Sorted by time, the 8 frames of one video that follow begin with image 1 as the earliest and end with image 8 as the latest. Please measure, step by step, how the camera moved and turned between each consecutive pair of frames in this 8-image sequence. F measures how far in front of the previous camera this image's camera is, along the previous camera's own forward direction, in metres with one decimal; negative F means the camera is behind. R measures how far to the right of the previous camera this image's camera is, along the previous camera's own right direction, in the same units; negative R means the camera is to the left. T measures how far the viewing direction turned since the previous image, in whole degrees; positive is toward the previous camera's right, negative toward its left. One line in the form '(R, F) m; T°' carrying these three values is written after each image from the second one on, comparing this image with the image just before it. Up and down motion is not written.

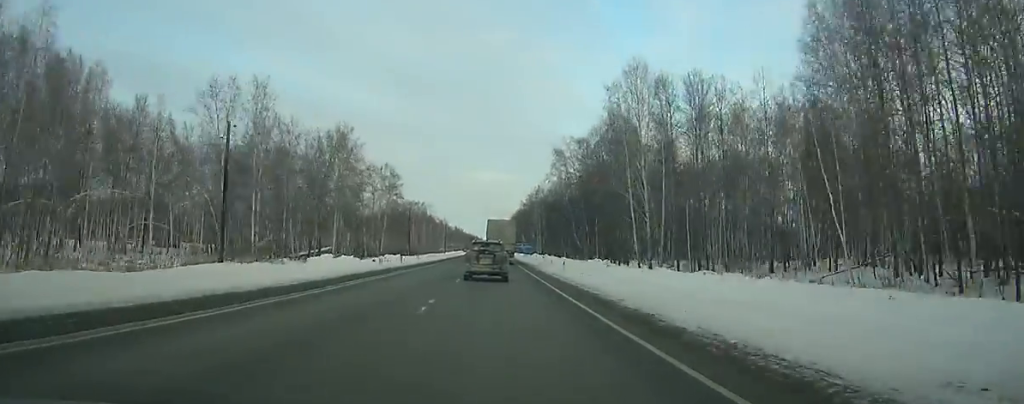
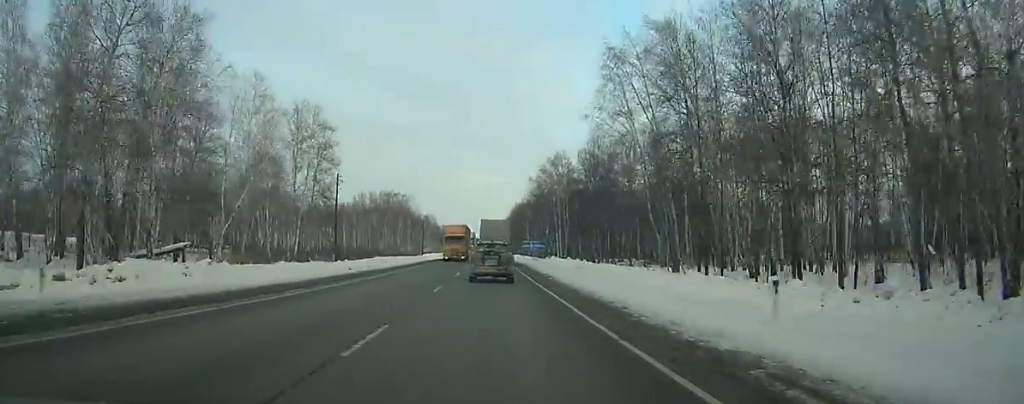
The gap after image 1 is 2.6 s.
(+0.1, +52.2) m; 0°
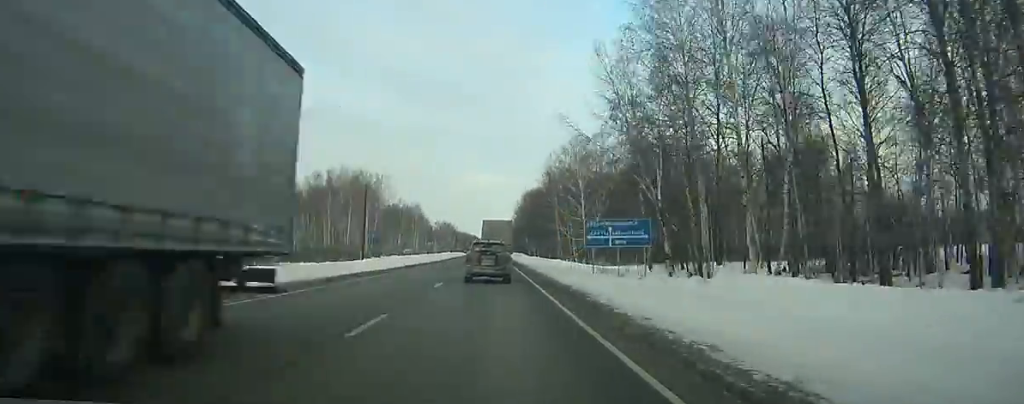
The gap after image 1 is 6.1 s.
(-0.3, +70.0) m; 0°
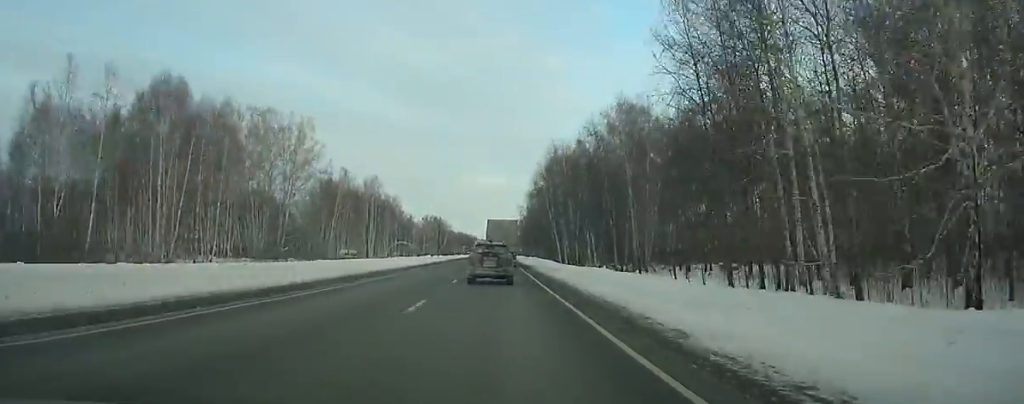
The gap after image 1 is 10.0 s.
(0.0, +78.1) m; 0°
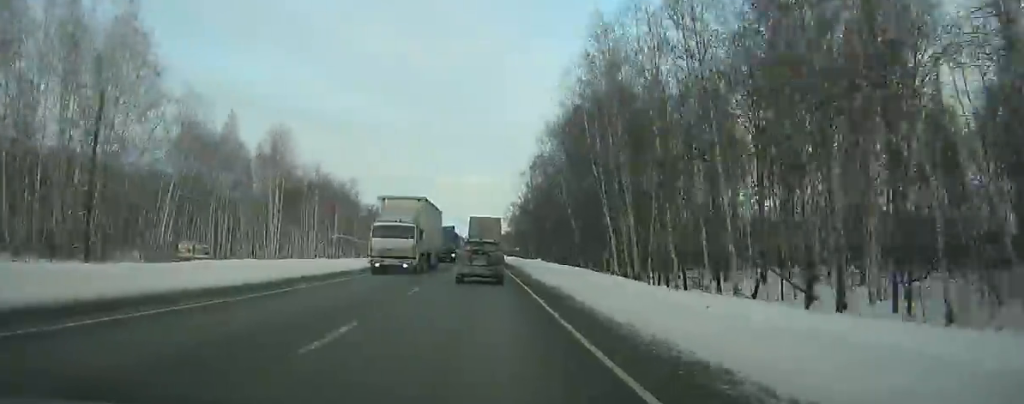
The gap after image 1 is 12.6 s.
(+0.4, +51.9) m; 0°
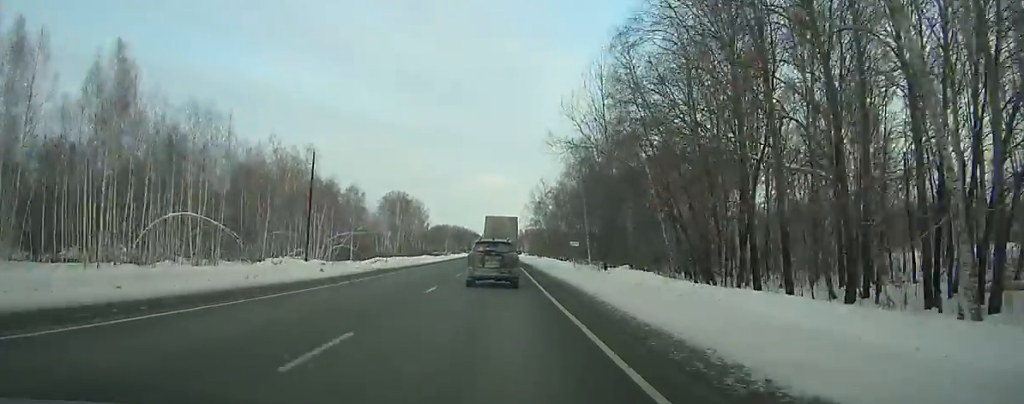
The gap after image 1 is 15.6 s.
(-0.5, +59.4) m; 0°
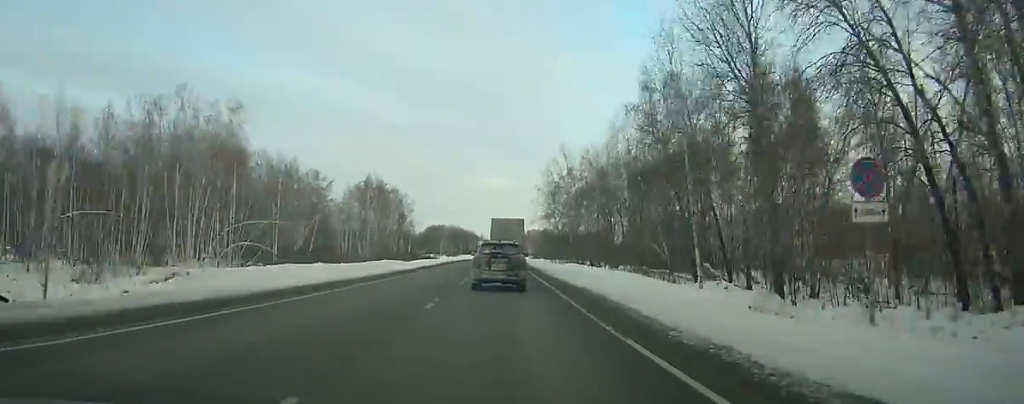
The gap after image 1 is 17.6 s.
(0.0, +39.3) m; 0°
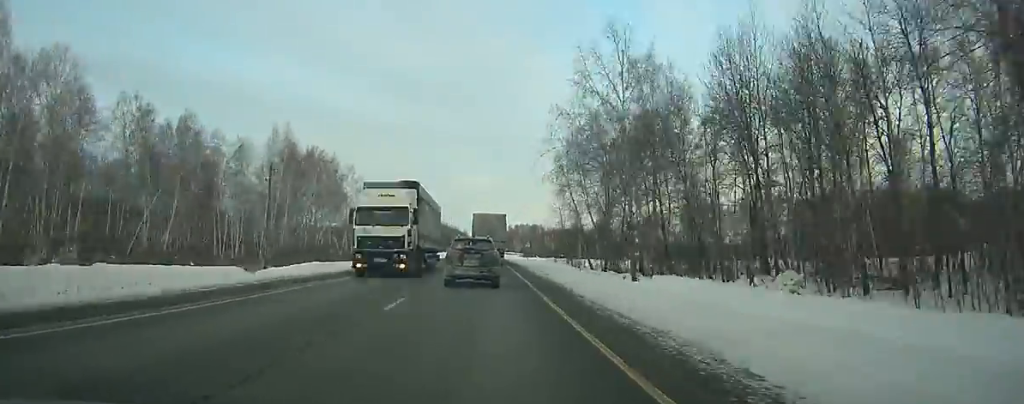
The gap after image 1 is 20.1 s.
(+0.2, +48.9) m; 0°
